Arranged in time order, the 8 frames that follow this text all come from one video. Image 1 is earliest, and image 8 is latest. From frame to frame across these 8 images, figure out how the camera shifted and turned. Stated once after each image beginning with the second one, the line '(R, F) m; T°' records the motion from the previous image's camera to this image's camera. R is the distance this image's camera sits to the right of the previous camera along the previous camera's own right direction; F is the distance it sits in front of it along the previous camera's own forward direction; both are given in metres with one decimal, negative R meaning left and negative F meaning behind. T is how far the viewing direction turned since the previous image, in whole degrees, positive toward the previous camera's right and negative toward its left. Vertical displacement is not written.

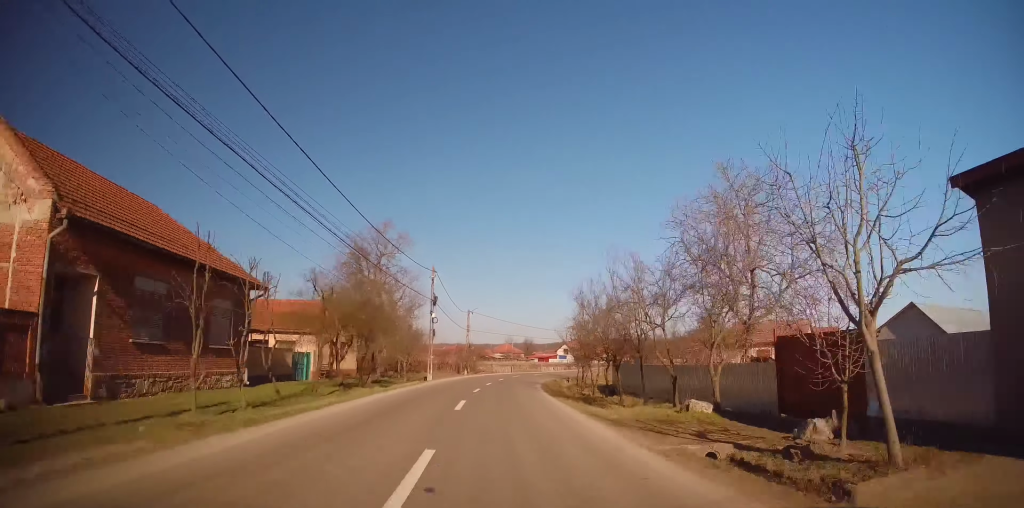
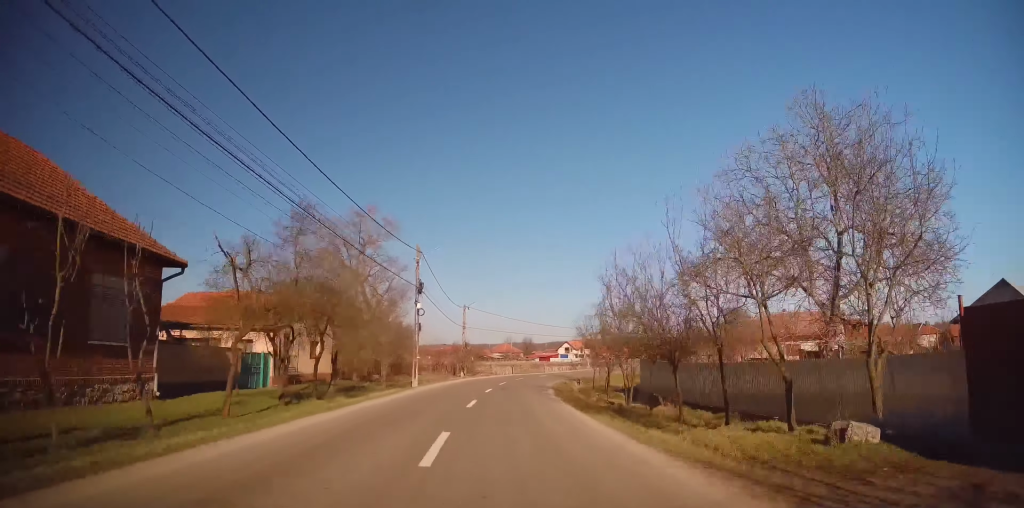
(0.0, +7.0) m; 0°
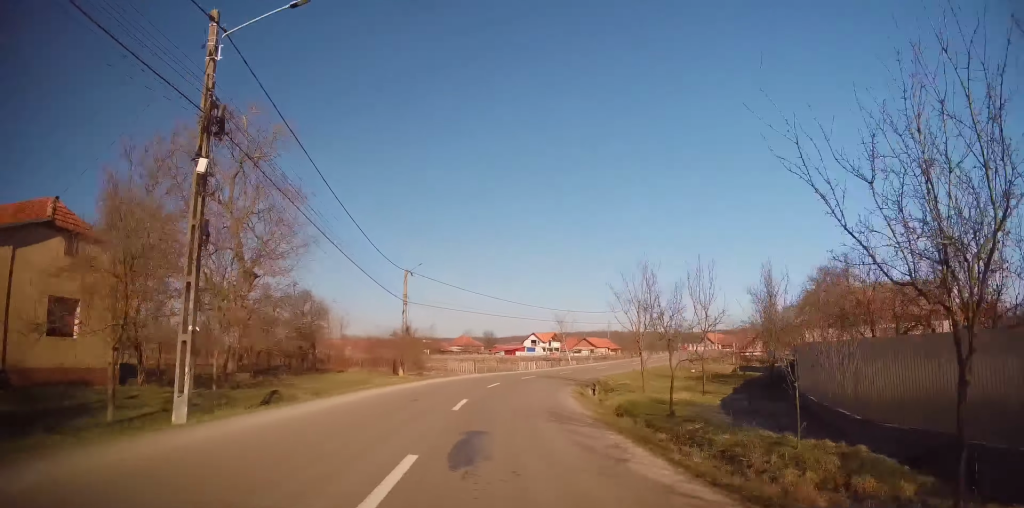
(+0.4, +20.7) m; +4°
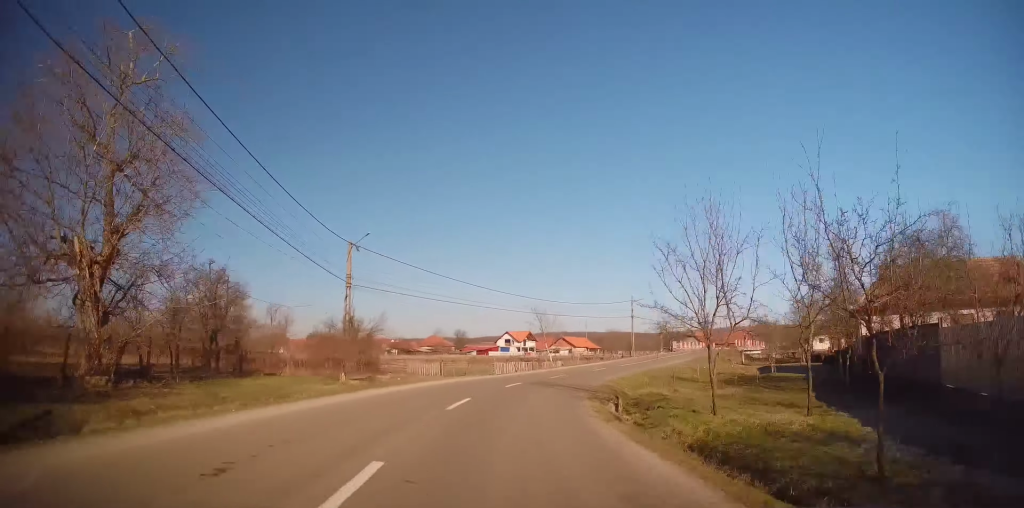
(+0.4, +9.8) m; +2°
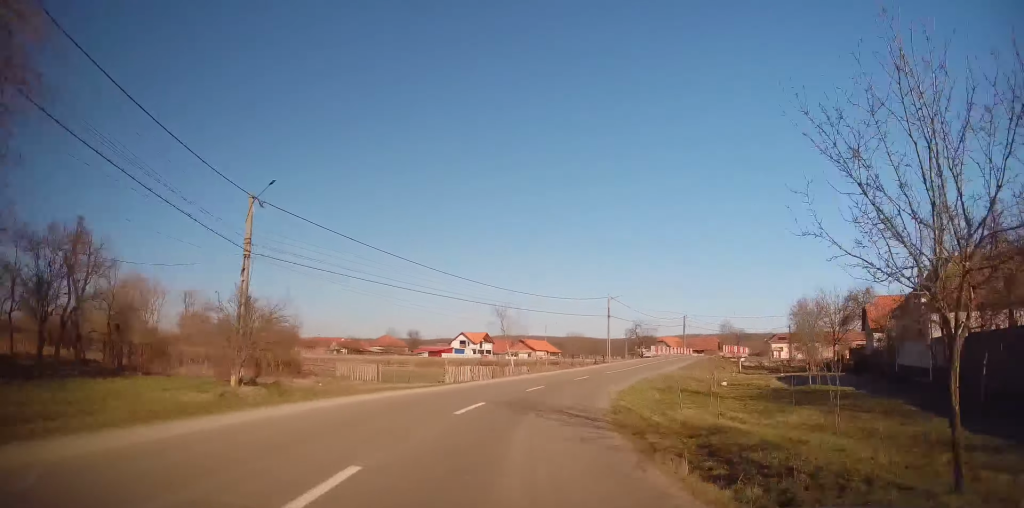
(+0.1, +9.3) m; +3°
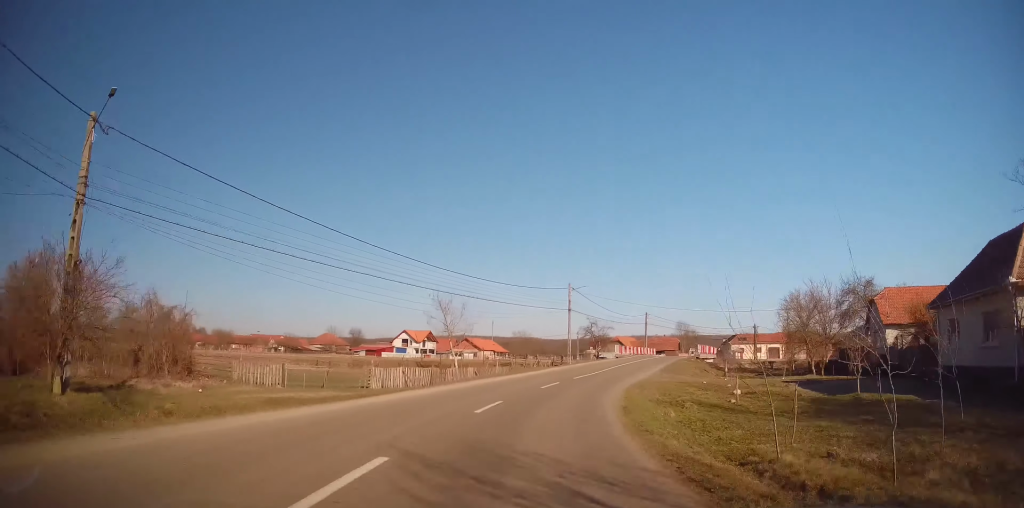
(-0.2, +8.3) m; +3°
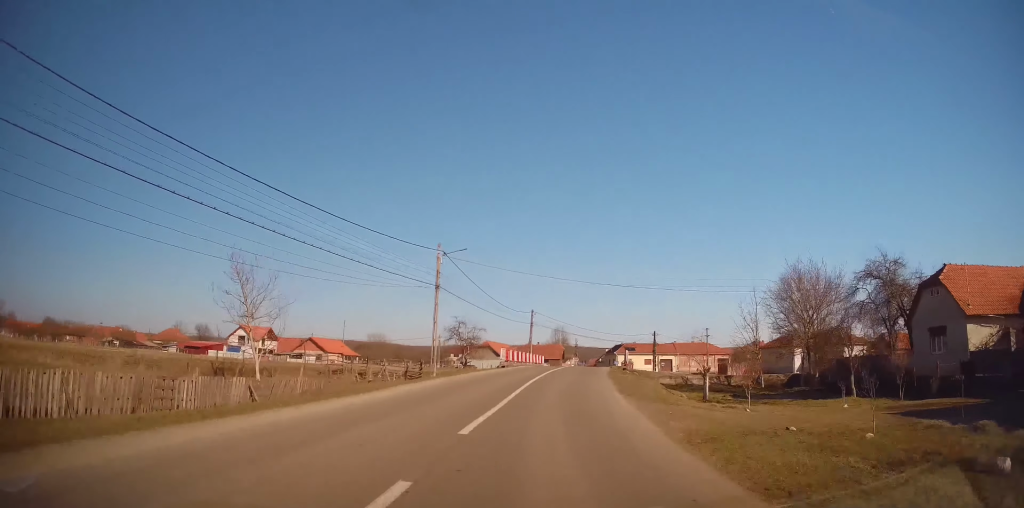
(+2.3, +19.2) m; +14°
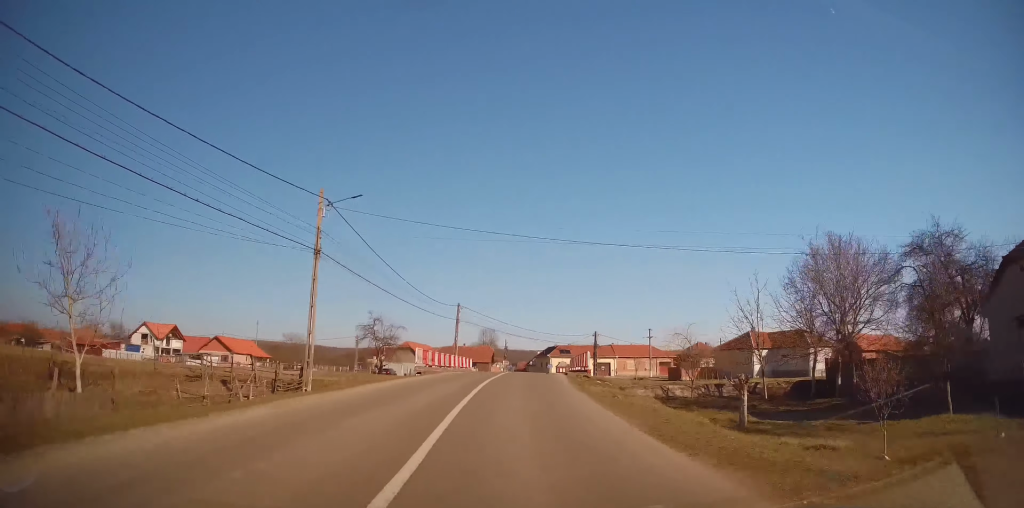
(+0.3, +10.5) m; +9°
